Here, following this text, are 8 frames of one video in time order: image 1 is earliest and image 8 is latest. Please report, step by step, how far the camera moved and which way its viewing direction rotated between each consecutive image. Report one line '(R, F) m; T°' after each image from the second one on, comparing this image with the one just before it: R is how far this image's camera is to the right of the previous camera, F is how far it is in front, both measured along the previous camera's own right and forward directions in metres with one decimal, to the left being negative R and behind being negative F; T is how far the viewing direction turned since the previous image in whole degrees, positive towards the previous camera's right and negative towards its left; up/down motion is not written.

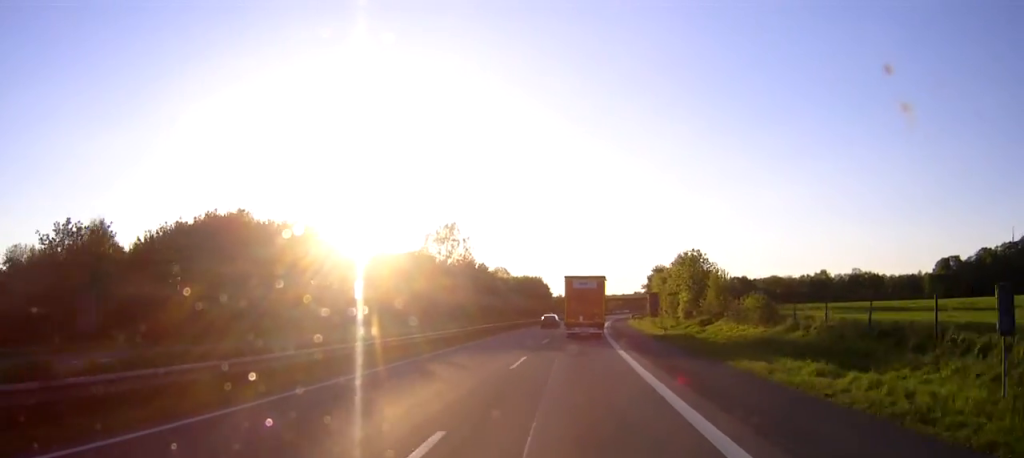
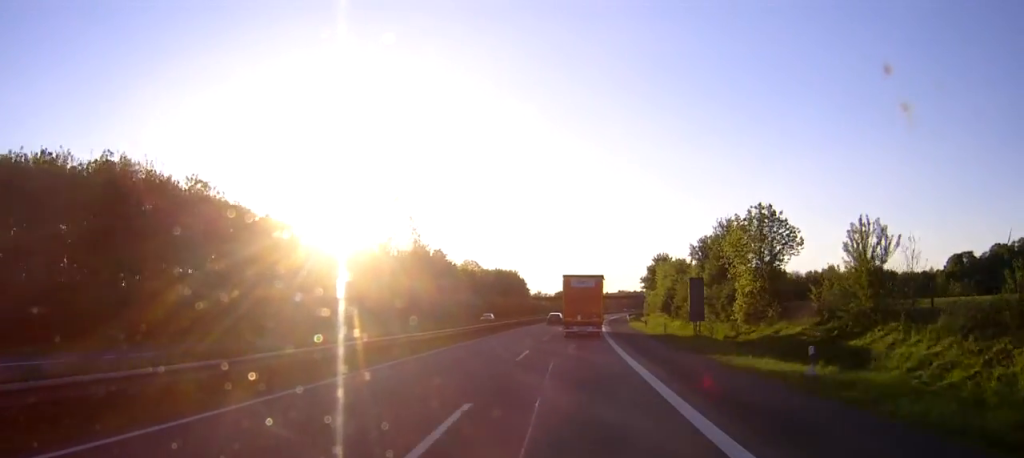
(+0.4, +32.9) m; +1°
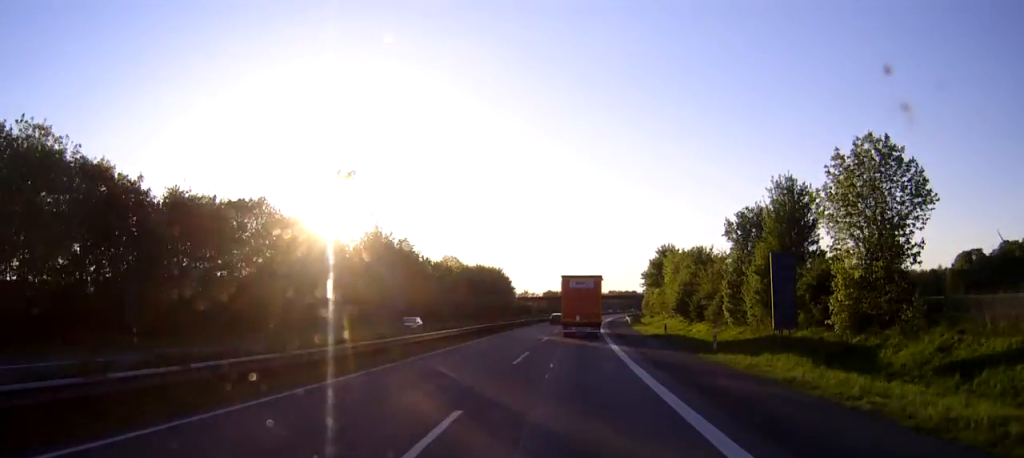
(+0.1, +18.8) m; +1°
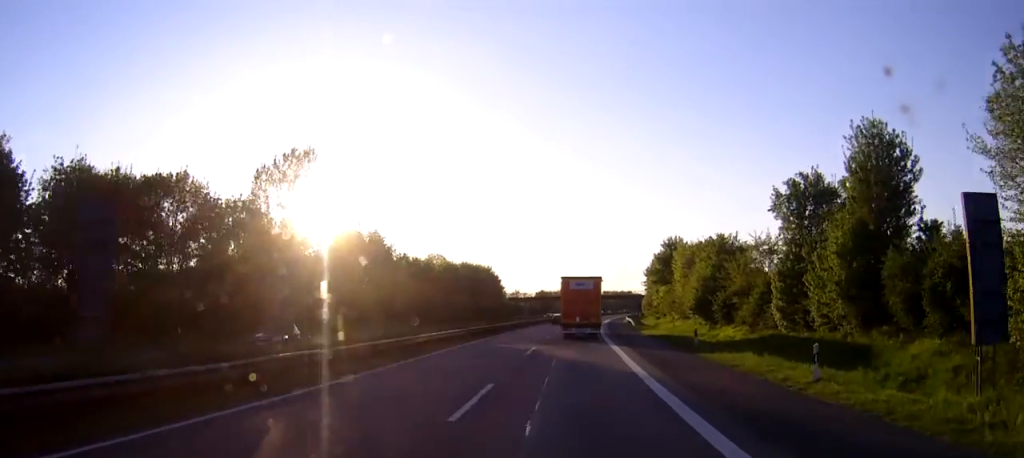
(+0.1, +13.0) m; +1°
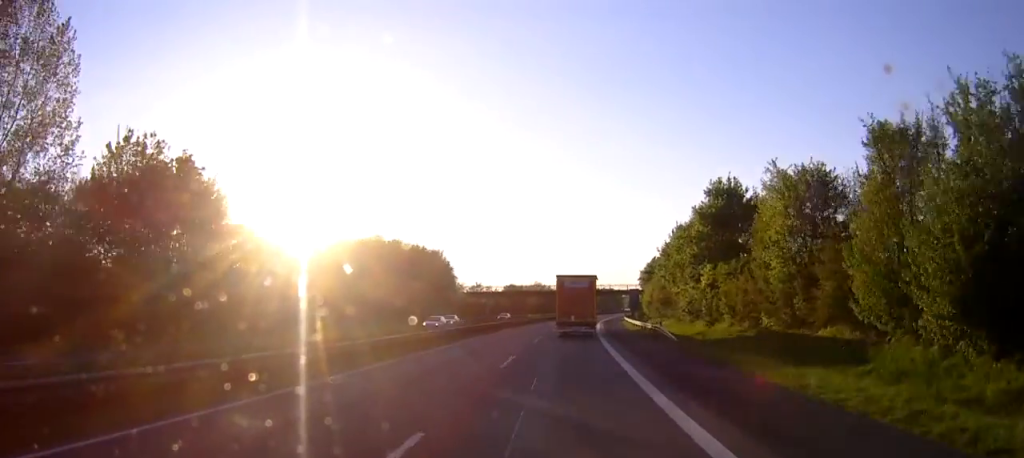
(+0.9, +43.3) m; +2°
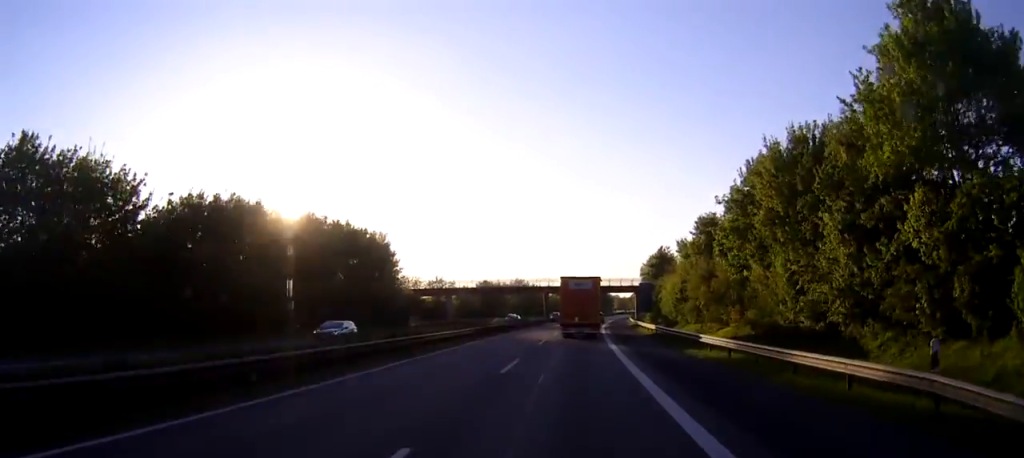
(+0.2, +37.2) m; +1°
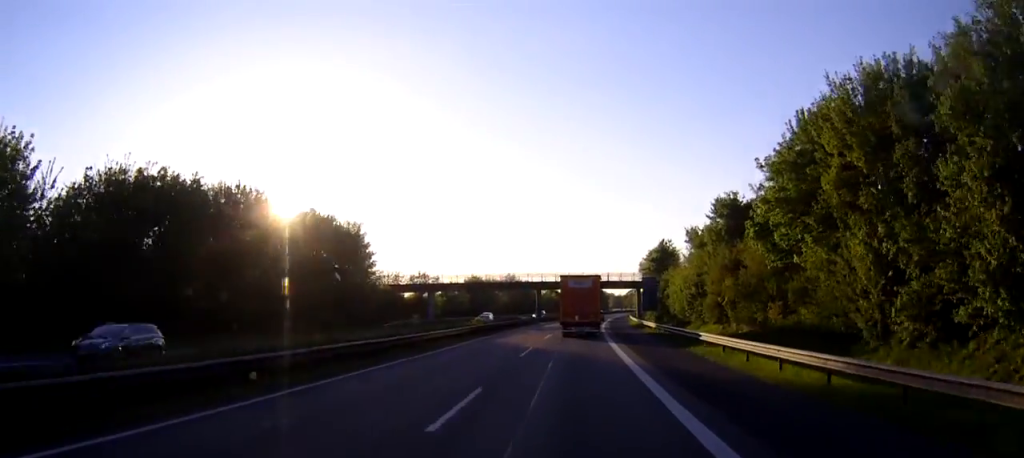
(0.0, +10.8) m; 0°
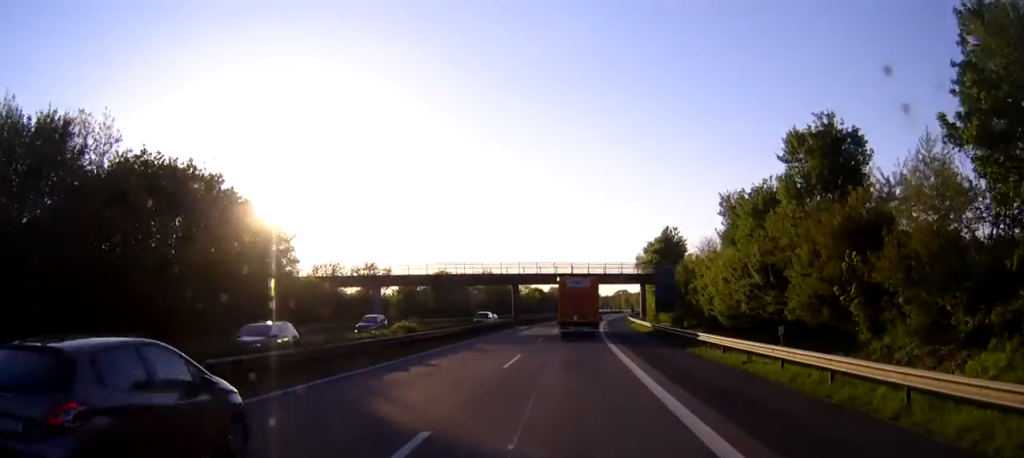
(+0.1, +24.2) m; +1°
